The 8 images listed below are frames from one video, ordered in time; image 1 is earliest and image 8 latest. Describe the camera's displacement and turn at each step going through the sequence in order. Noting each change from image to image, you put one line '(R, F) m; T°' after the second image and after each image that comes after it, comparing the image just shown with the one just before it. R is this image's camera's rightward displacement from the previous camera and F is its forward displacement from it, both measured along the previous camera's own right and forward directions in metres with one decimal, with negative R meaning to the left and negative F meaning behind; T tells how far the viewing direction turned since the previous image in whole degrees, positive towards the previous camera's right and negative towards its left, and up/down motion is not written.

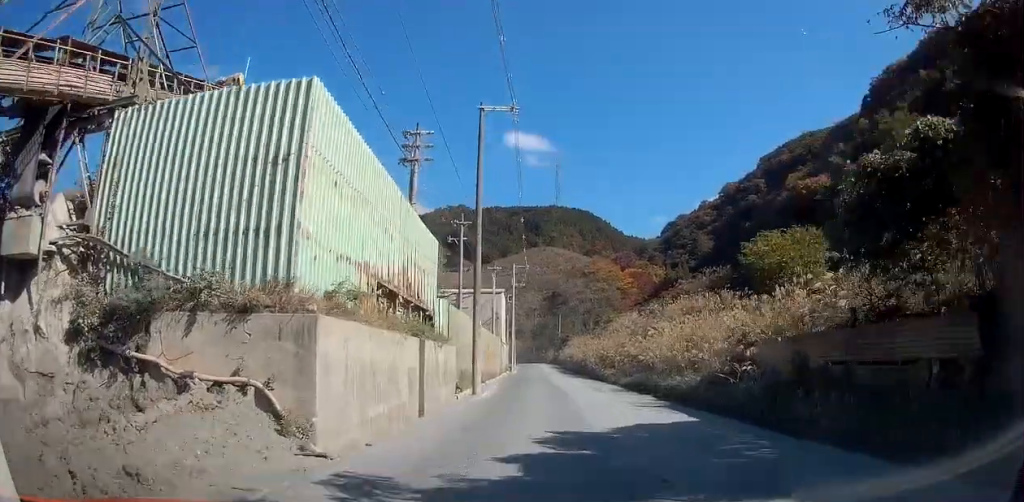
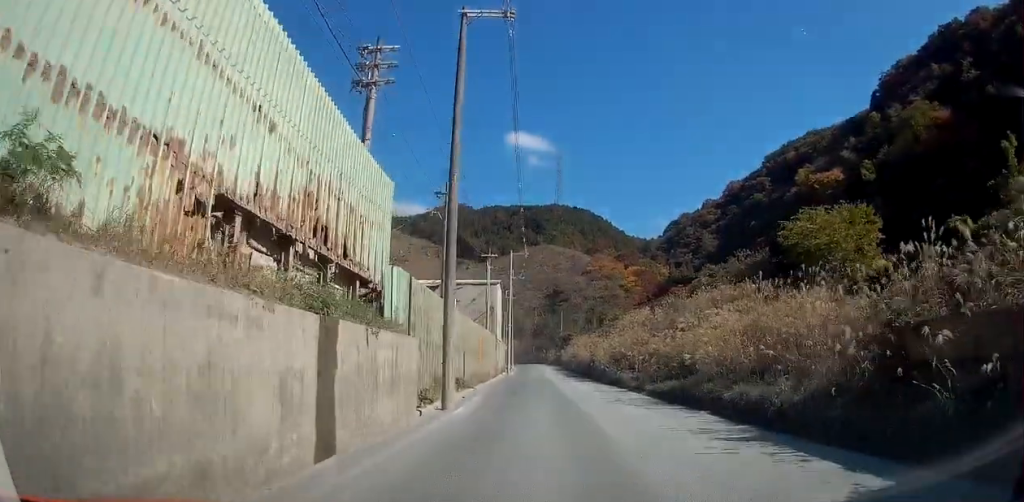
(0.0, +7.8) m; 0°
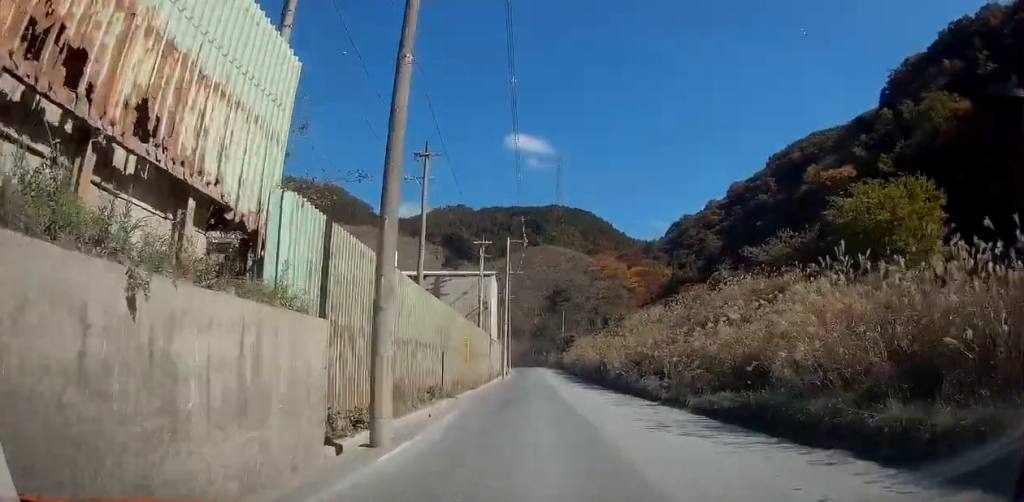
(-0.2, +7.0) m; 0°
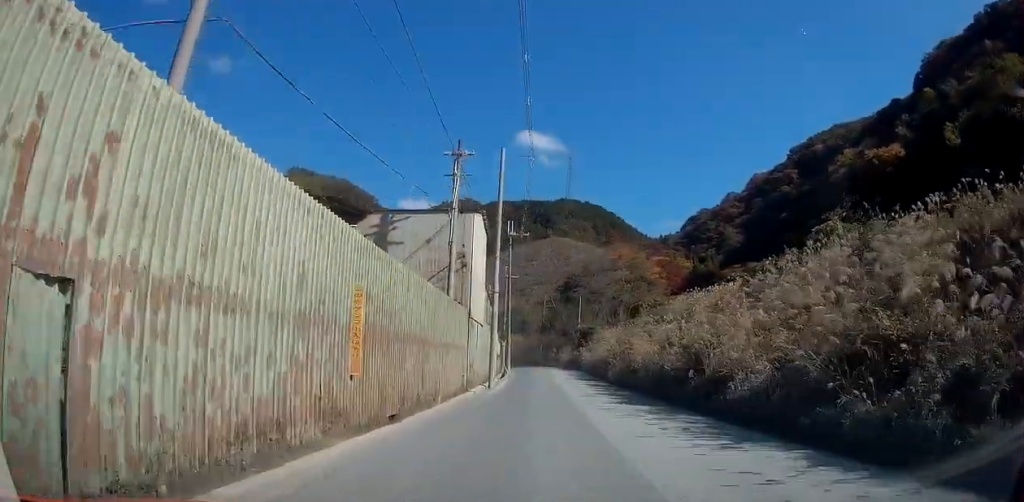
(+0.3, +21.0) m; +1°
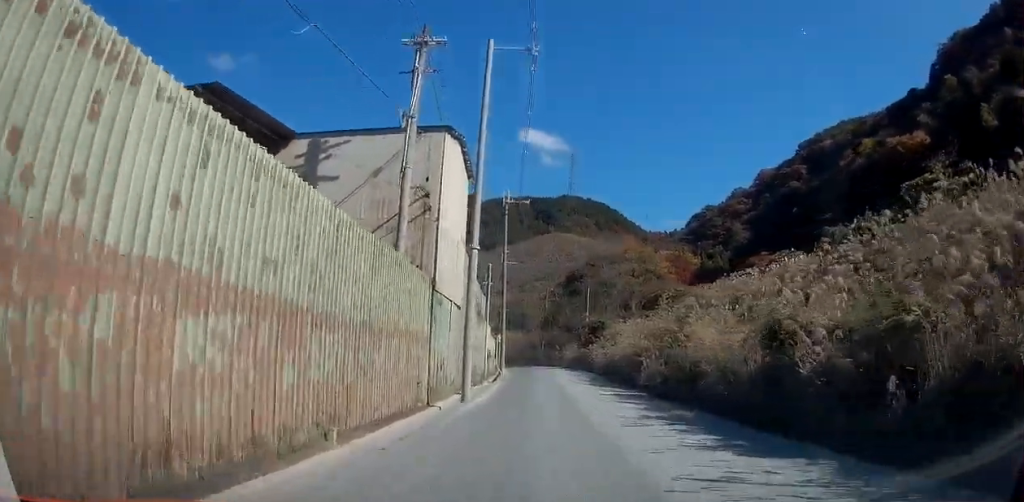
(-0.1, +10.7) m; 0°
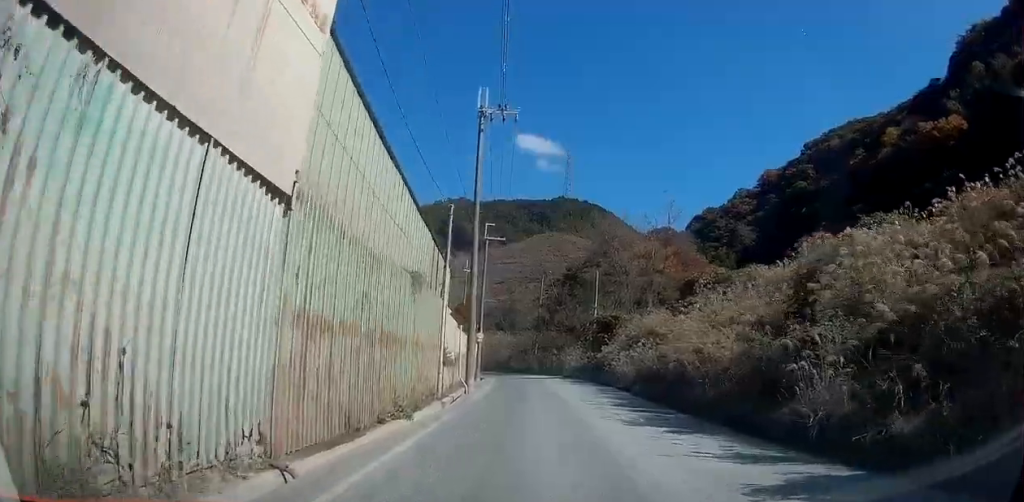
(+0.2, +16.8) m; +1°
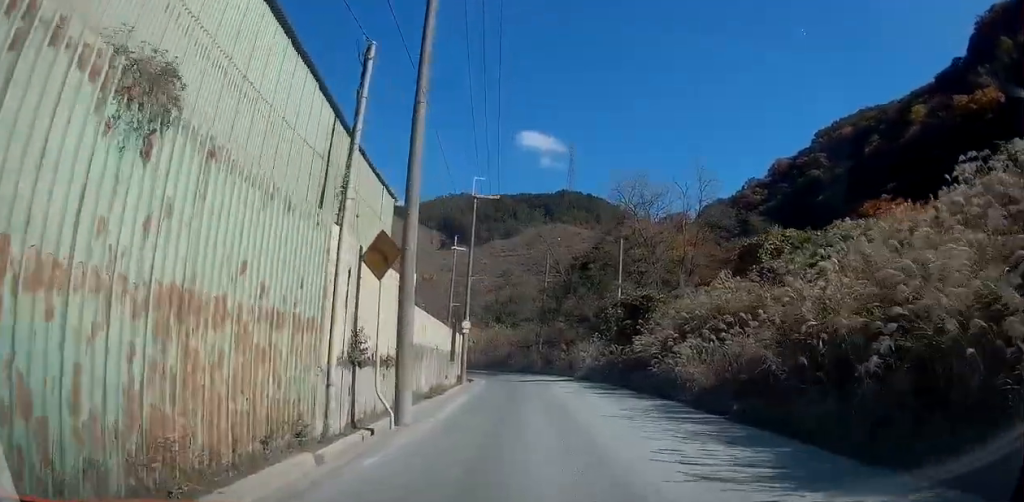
(+0.1, +13.6) m; 0°
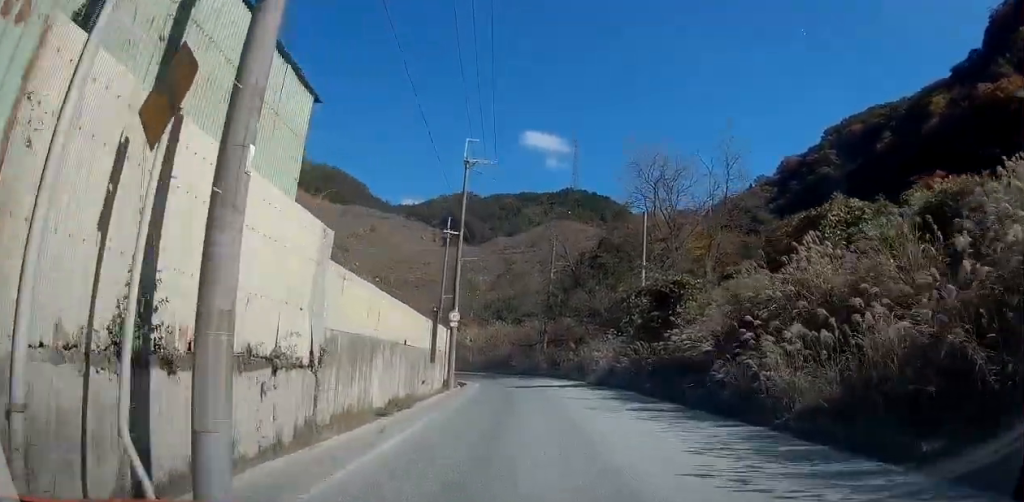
(0.0, +7.8) m; -1°
